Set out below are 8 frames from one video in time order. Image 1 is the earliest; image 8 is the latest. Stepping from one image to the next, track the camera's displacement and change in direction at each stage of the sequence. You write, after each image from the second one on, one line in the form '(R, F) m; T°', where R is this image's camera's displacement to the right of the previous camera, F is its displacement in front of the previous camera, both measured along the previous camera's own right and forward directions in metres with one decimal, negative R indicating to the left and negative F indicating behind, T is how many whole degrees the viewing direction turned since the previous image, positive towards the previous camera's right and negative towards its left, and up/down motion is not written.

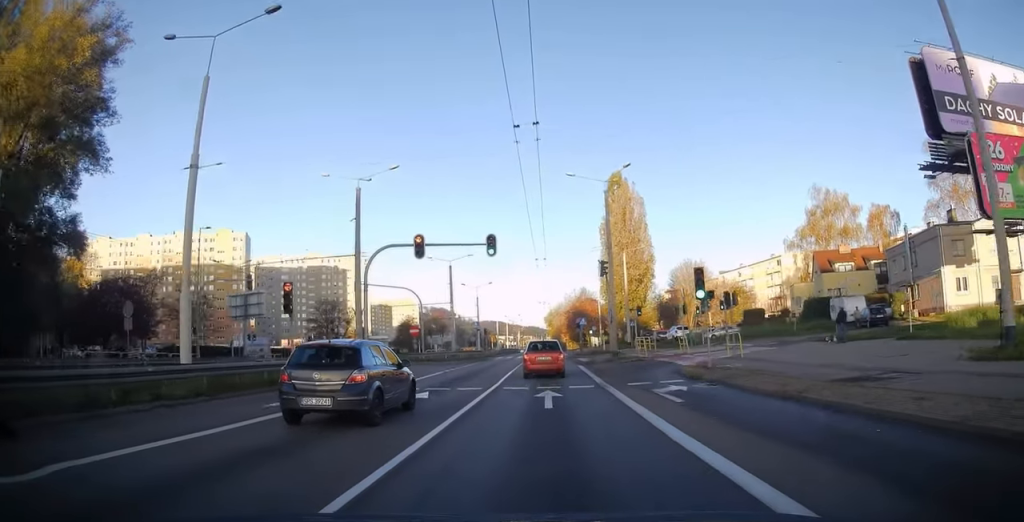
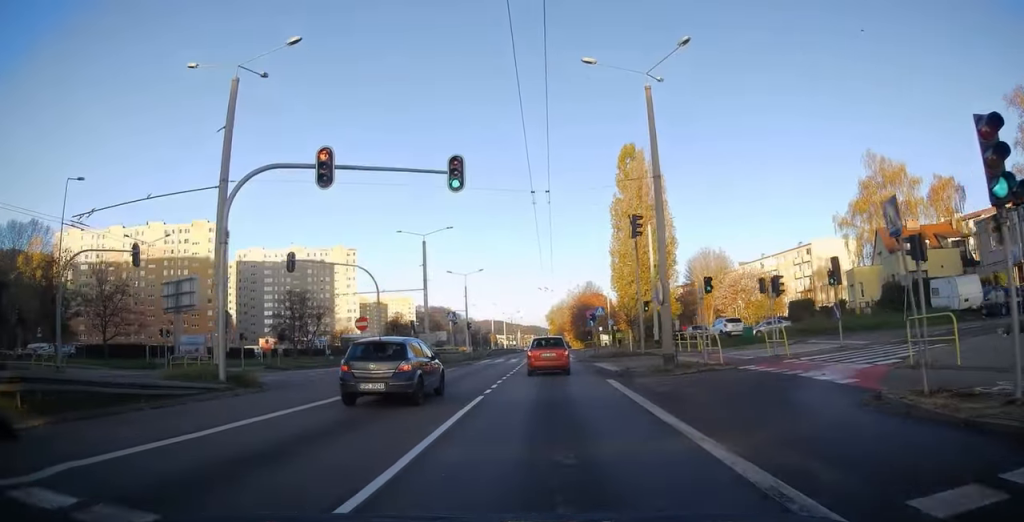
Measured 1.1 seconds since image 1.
(+0.2, +15.2) m; +1°
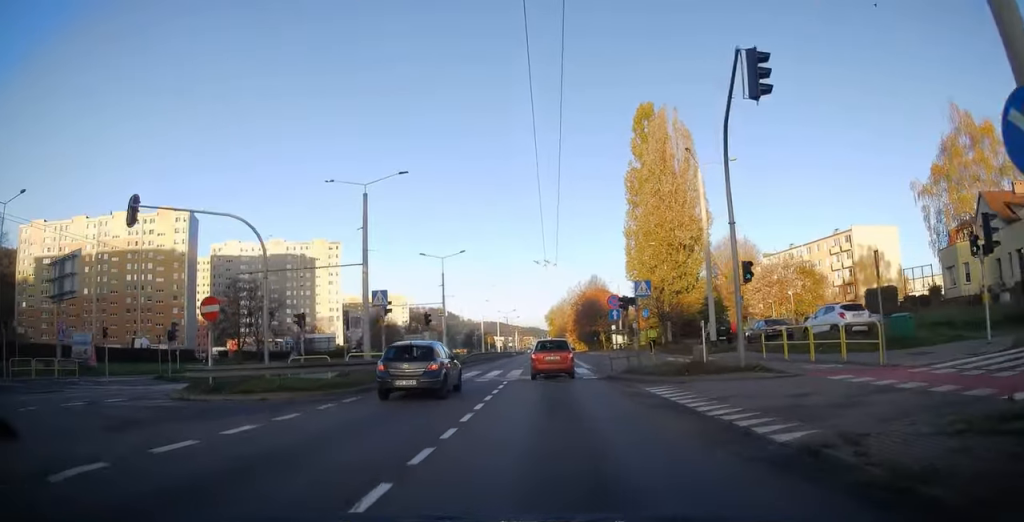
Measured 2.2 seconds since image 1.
(+0.1, +17.1) m; -1°
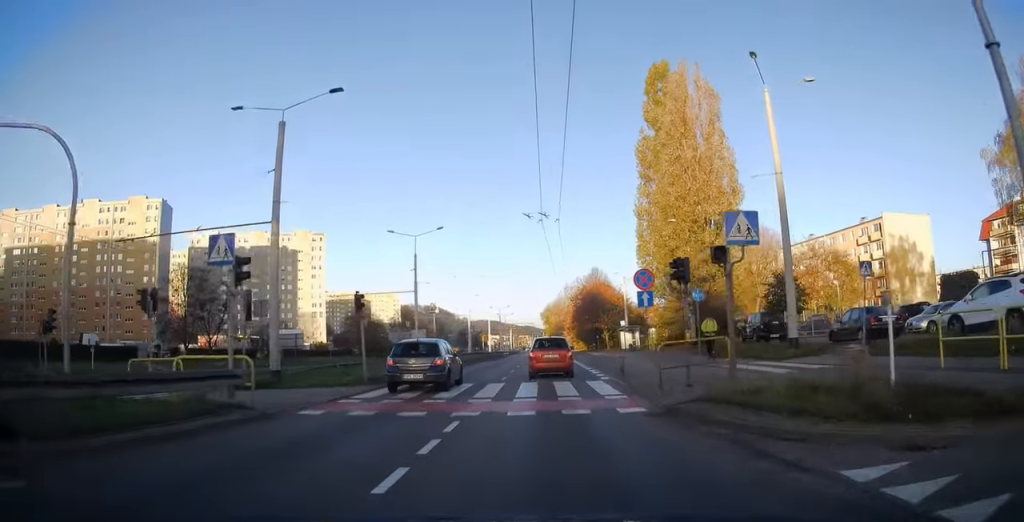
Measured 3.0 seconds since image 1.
(-0.3, +11.5) m; 0°
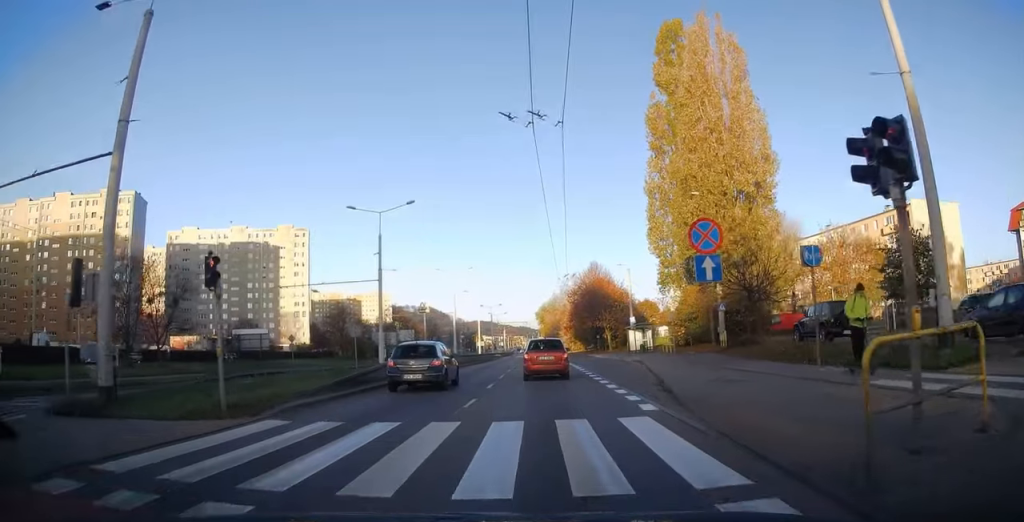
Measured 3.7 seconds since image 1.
(0.0, +9.5) m; +1°
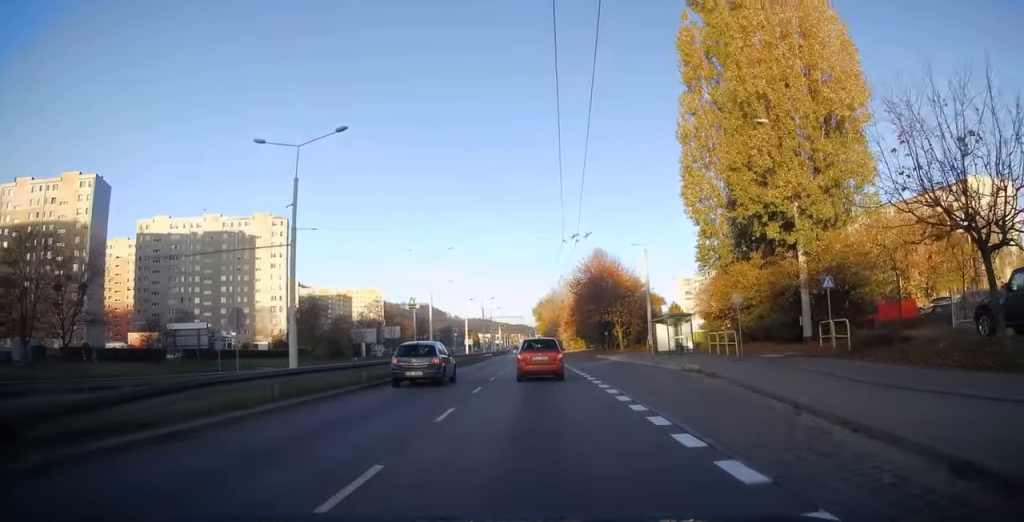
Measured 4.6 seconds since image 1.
(+0.3, +14.1) m; +1°
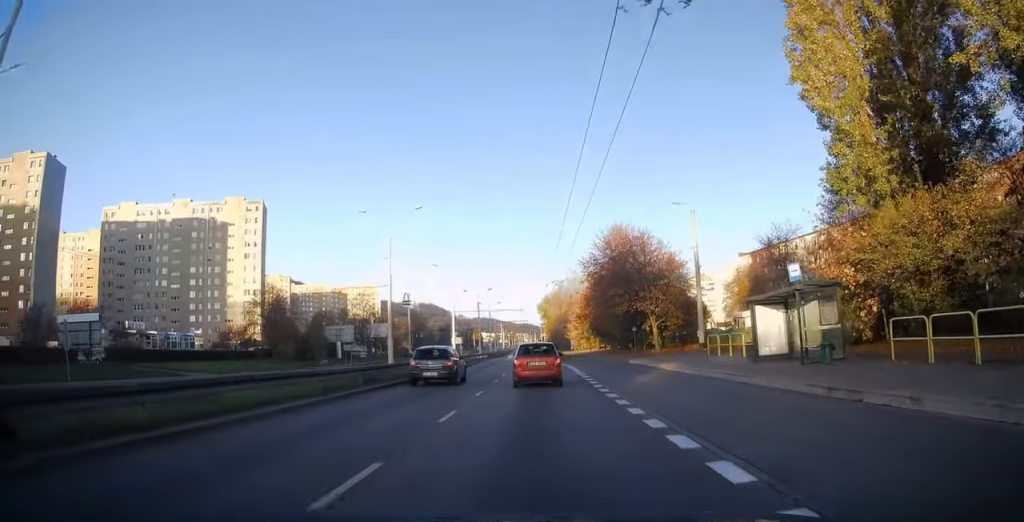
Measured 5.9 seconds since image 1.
(+0.1, +18.0) m; -1°
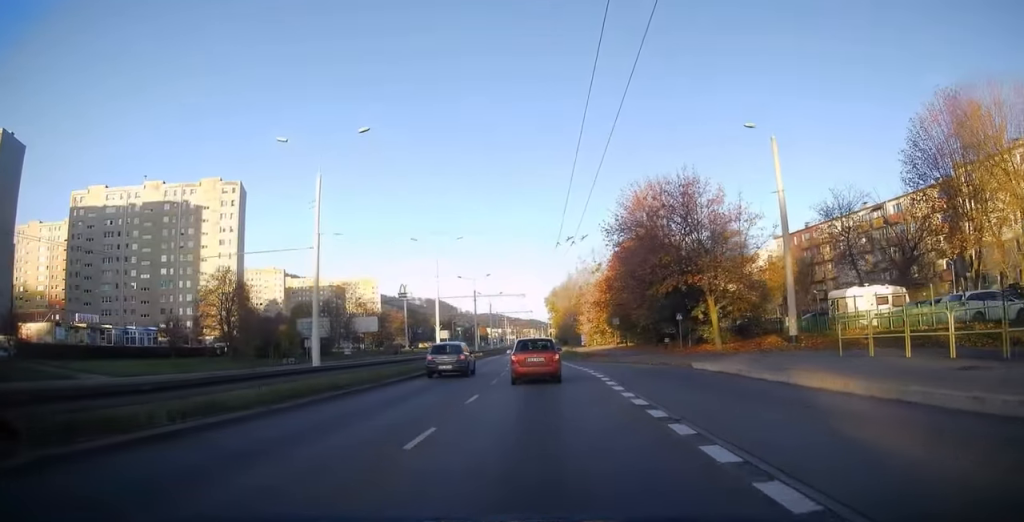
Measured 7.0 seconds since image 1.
(-0.3, +15.2) m; -1°
